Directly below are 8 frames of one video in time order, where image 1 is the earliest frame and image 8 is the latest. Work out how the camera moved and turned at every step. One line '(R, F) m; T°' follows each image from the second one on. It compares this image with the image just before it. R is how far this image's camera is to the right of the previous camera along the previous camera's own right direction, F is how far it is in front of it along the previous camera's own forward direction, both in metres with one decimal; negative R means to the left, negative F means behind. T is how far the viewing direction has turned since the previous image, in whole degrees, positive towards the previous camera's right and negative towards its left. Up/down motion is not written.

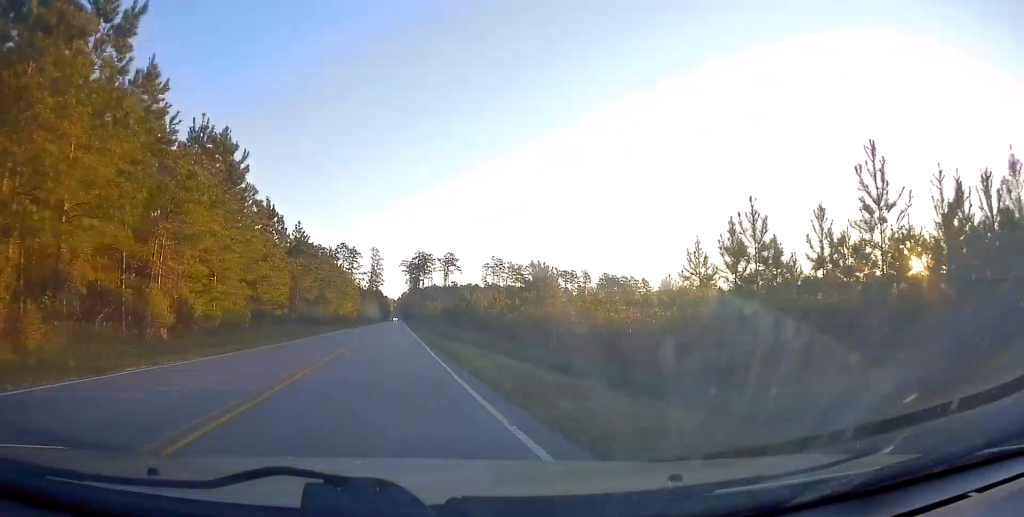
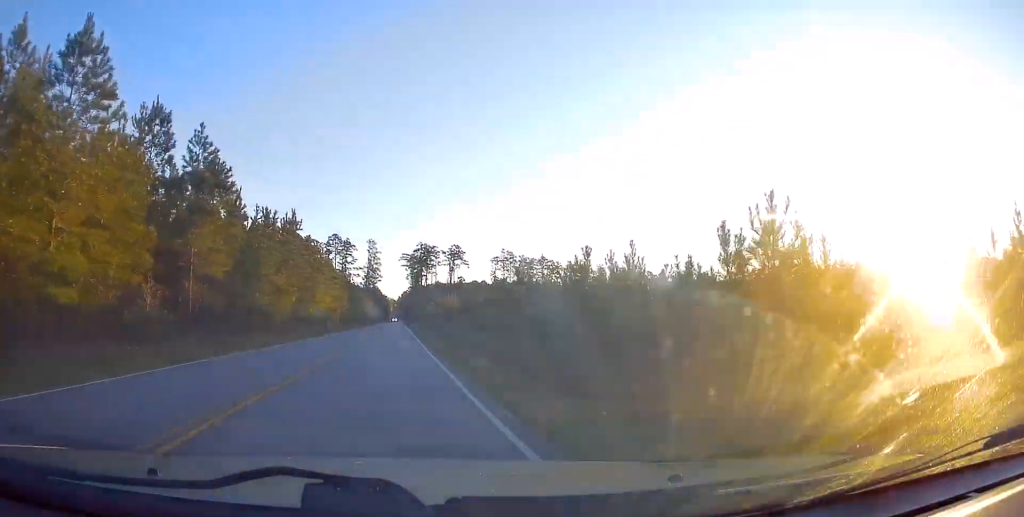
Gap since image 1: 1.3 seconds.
(+0.3, +30.2) m; +1°
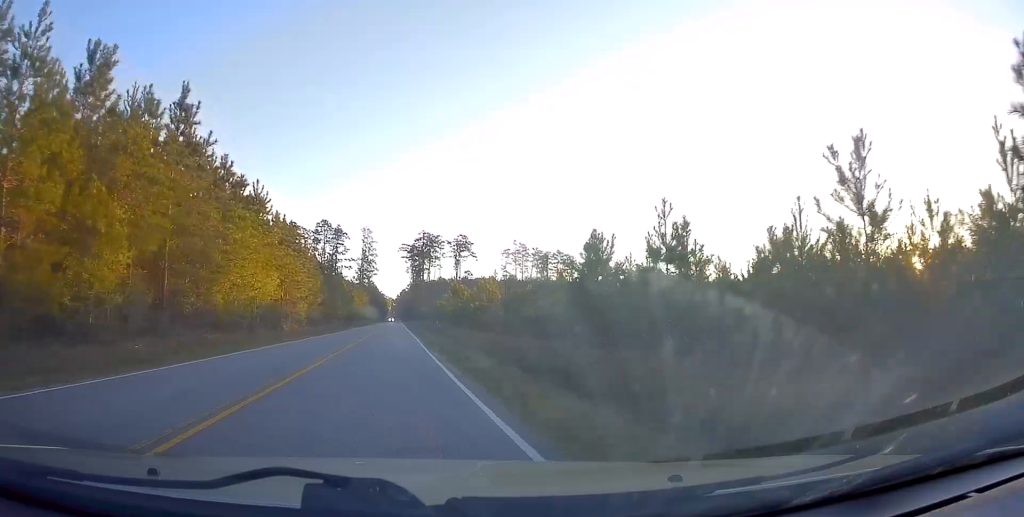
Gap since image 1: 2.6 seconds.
(+0.2, +31.1) m; 0°
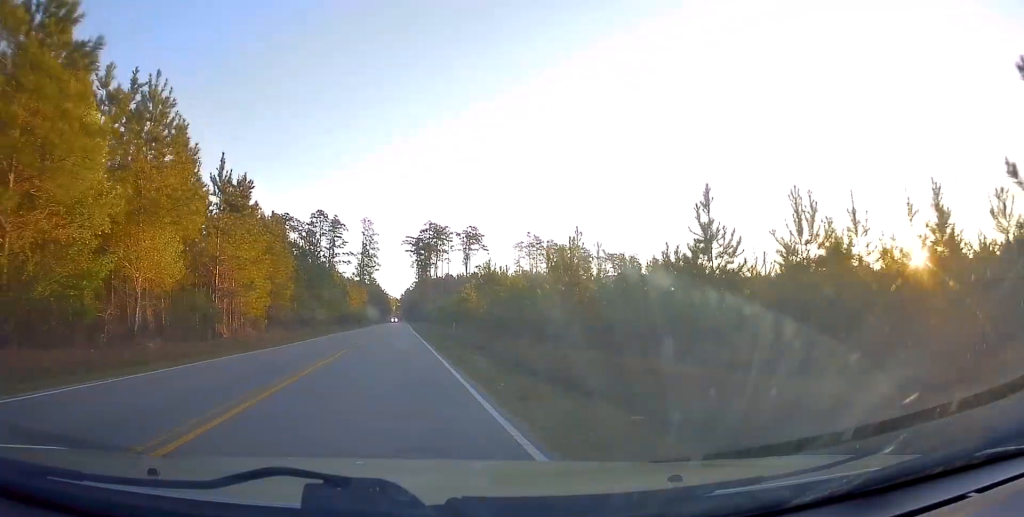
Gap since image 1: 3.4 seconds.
(-0.2, +19.5) m; 0°
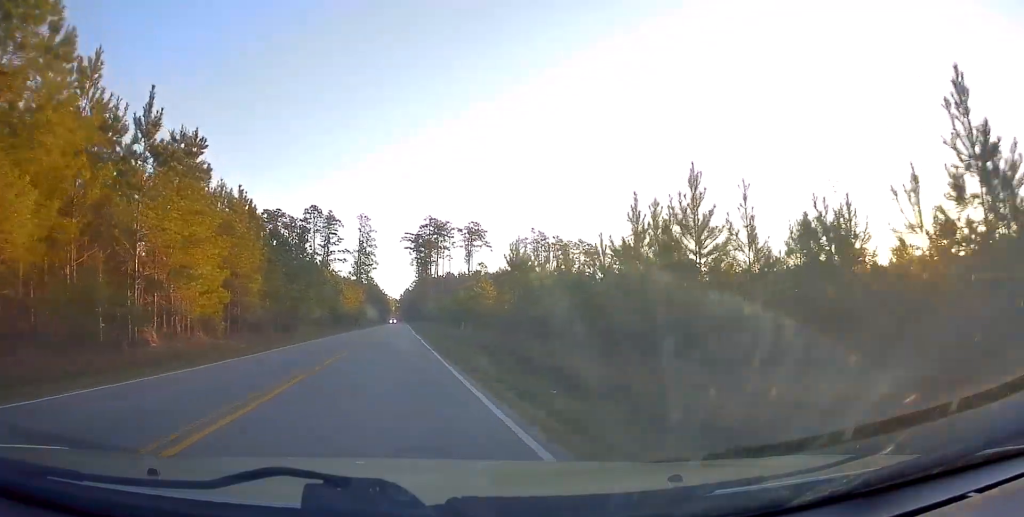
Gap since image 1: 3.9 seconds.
(-0.1, +10.1) m; 0°
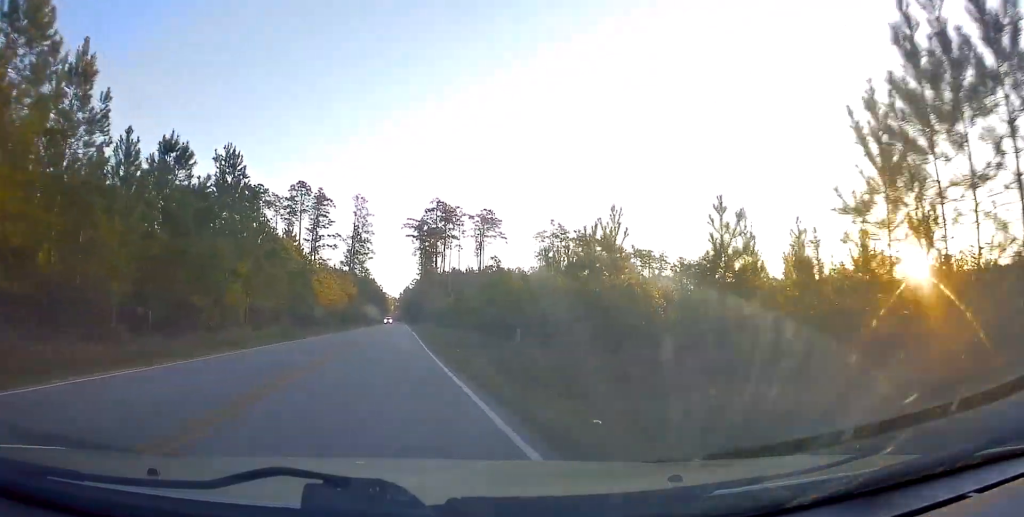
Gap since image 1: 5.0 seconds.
(+0.6, +26.0) m; 0°
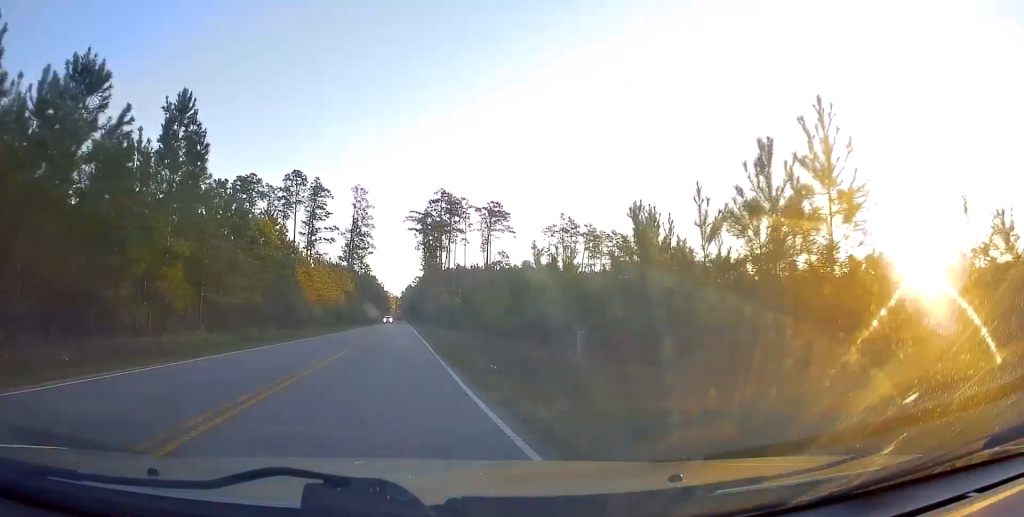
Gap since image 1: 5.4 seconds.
(-0.1, +9.7) m; -1°
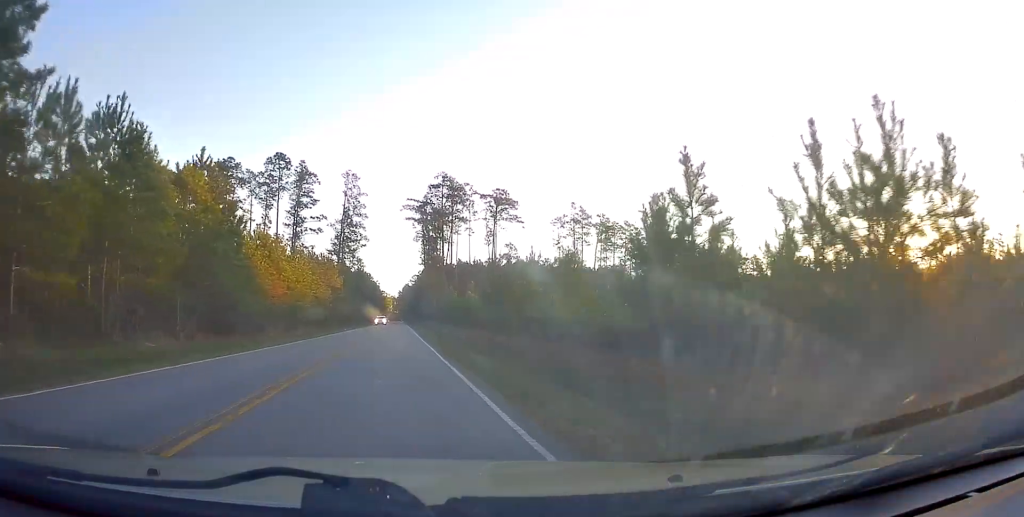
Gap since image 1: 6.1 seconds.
(-0.2, +15.8) m; -1°
